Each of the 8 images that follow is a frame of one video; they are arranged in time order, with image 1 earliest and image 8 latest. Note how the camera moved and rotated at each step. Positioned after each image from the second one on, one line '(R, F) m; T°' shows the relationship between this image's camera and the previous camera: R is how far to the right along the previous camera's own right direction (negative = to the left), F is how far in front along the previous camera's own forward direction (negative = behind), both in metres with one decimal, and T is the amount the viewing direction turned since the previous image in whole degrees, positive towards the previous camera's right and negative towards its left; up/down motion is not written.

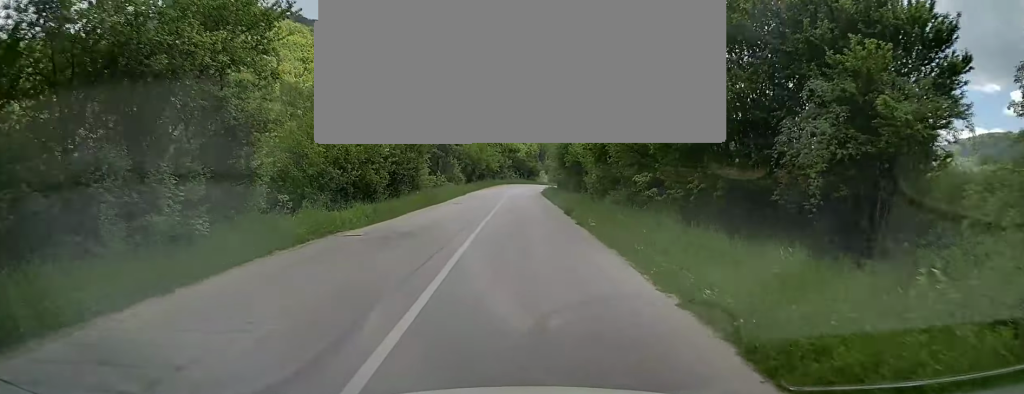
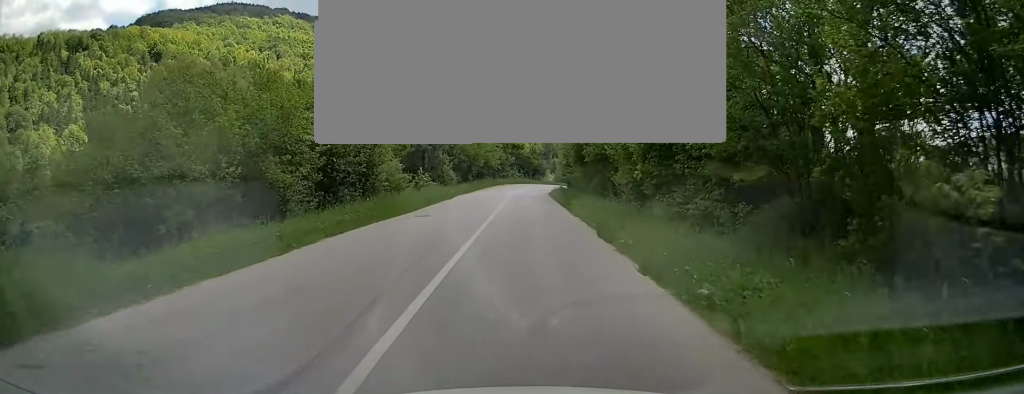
(0.0, +10.1) m; 0°
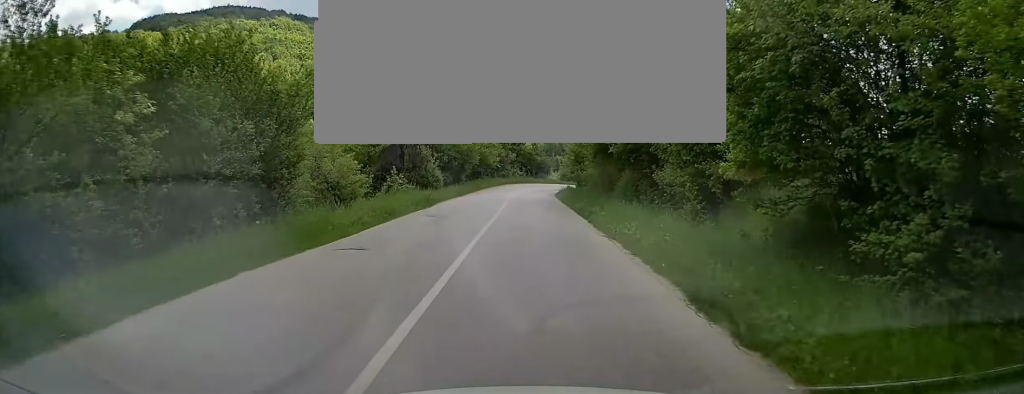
(0.0, +8.3) m; 0°
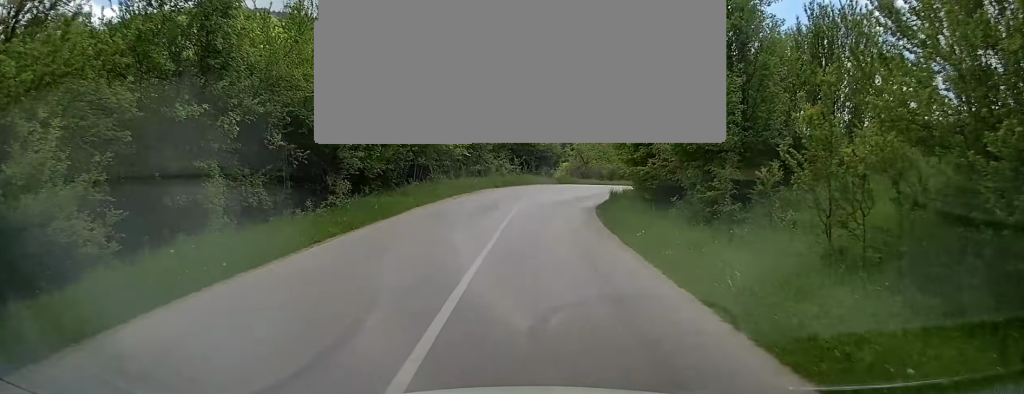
(+0.1, +33.5) m; +1°
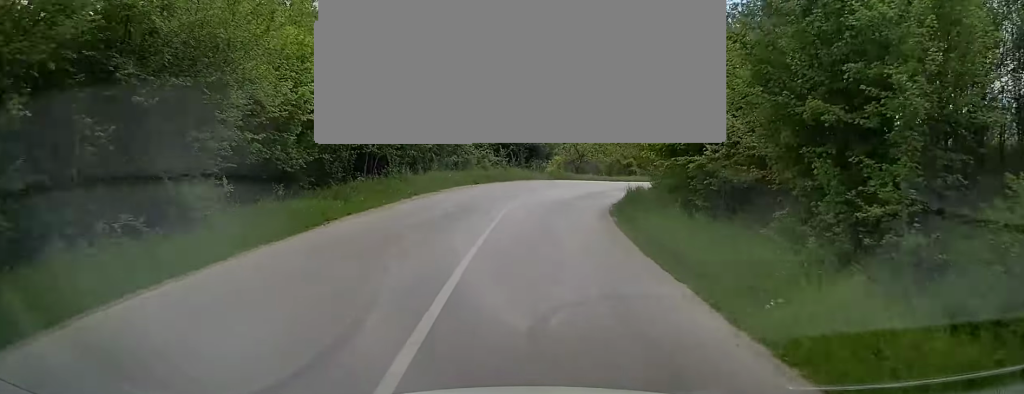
(+0.1, +7.6) m; +1°
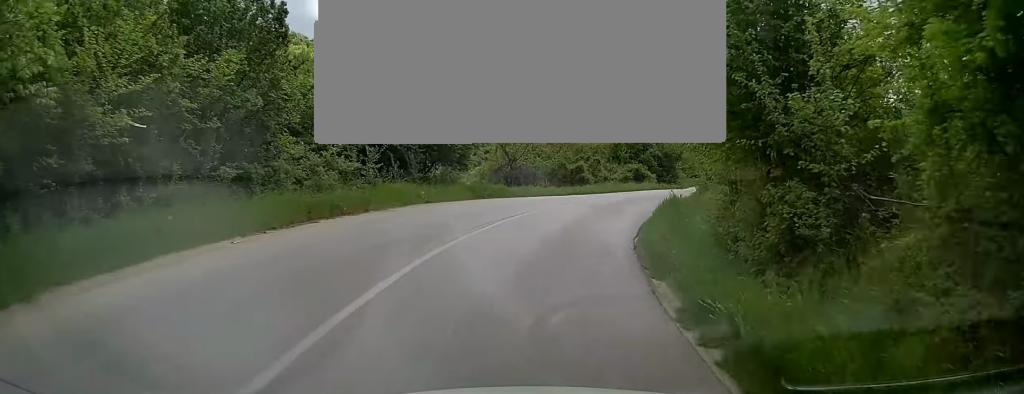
(+0.6, +18.3) m; +6°
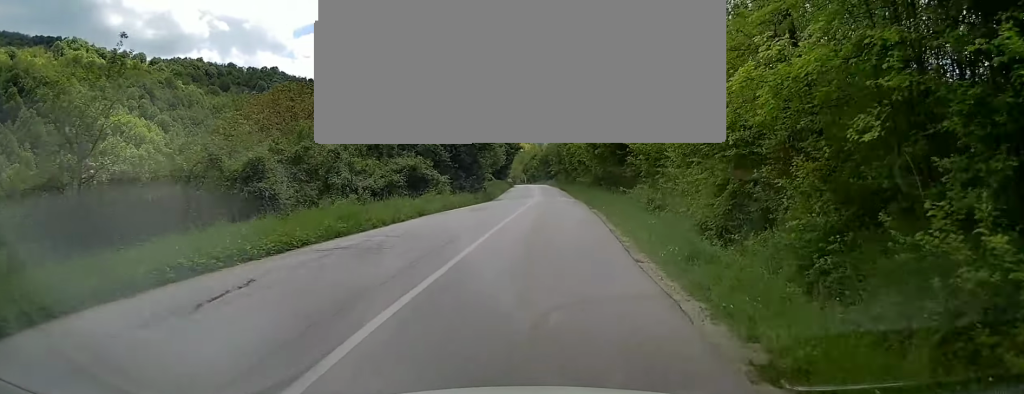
(+4.5, +30.8) m; +16°
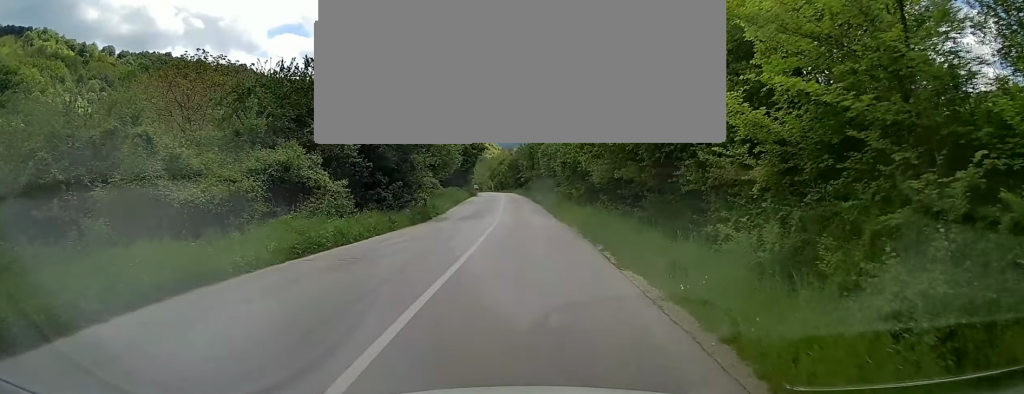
(+0.7, +14.9) m; +4°
